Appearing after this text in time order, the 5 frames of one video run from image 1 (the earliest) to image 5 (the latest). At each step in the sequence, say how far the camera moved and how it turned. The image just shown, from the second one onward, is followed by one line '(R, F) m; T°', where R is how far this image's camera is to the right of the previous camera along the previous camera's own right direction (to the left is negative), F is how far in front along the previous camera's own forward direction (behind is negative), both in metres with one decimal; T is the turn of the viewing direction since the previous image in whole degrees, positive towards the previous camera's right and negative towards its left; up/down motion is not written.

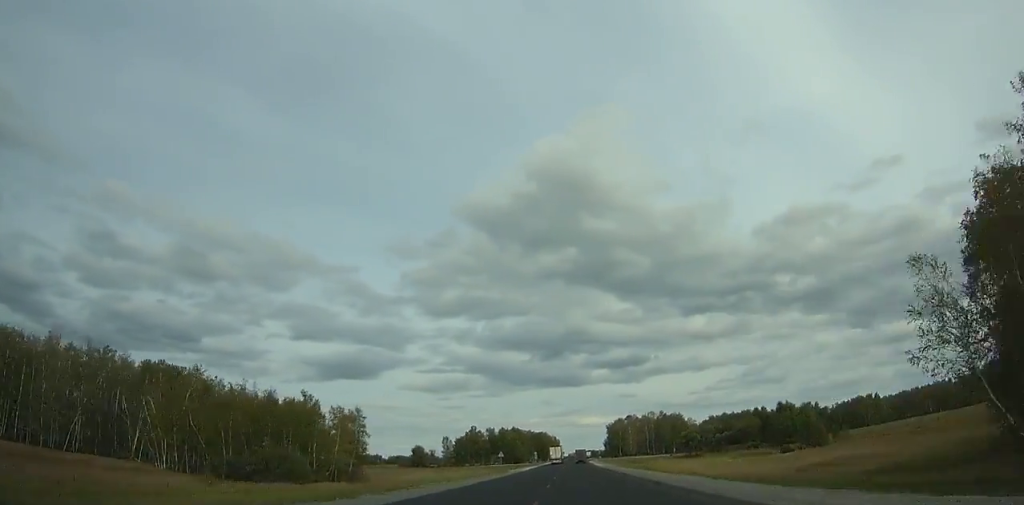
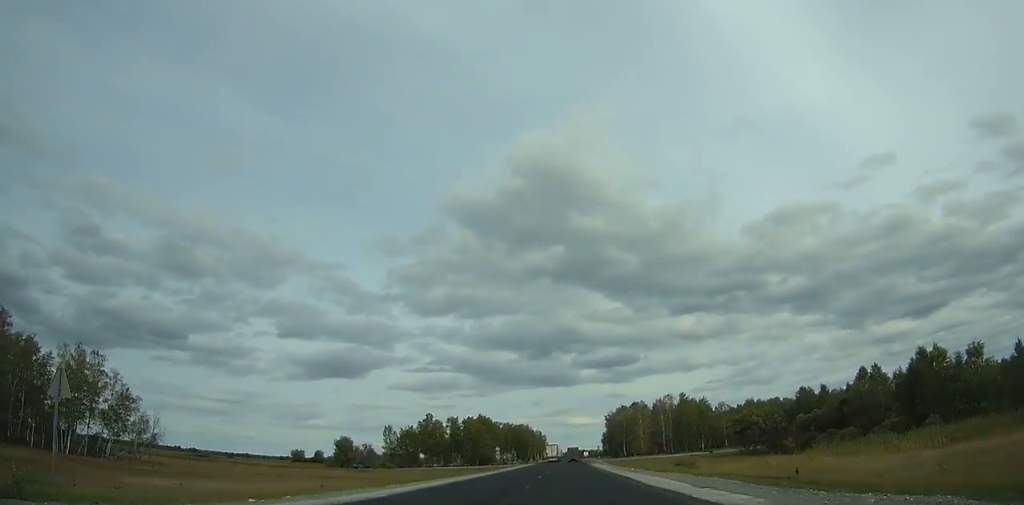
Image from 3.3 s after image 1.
(0.0, +71.9) m; 0°
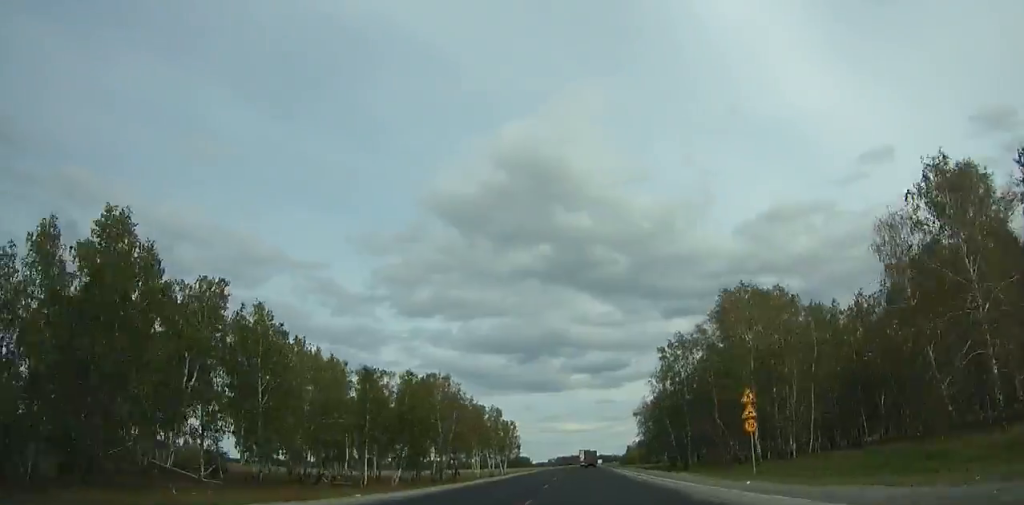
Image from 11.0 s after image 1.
(+1.7, +165.0) m; +2°
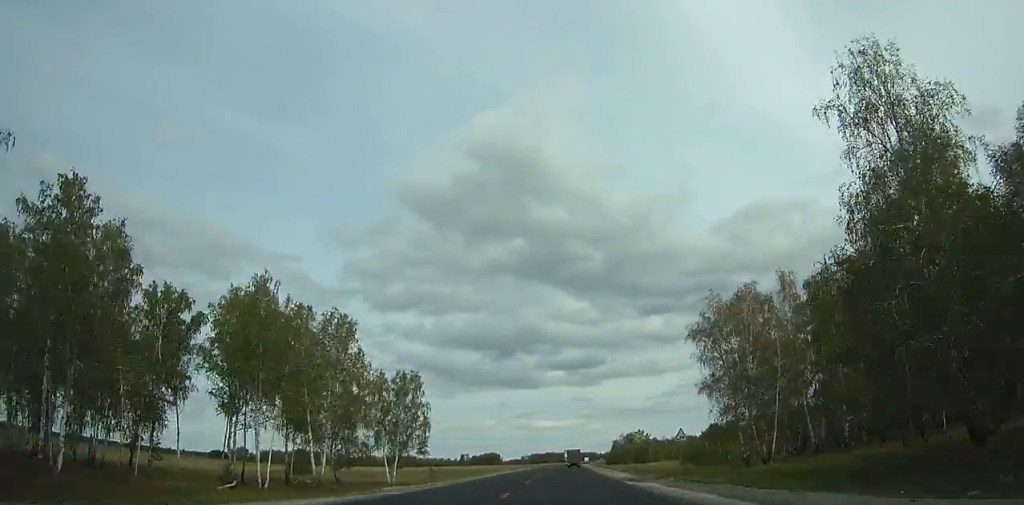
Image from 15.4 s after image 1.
(+1.3, +92.6) m; +2°
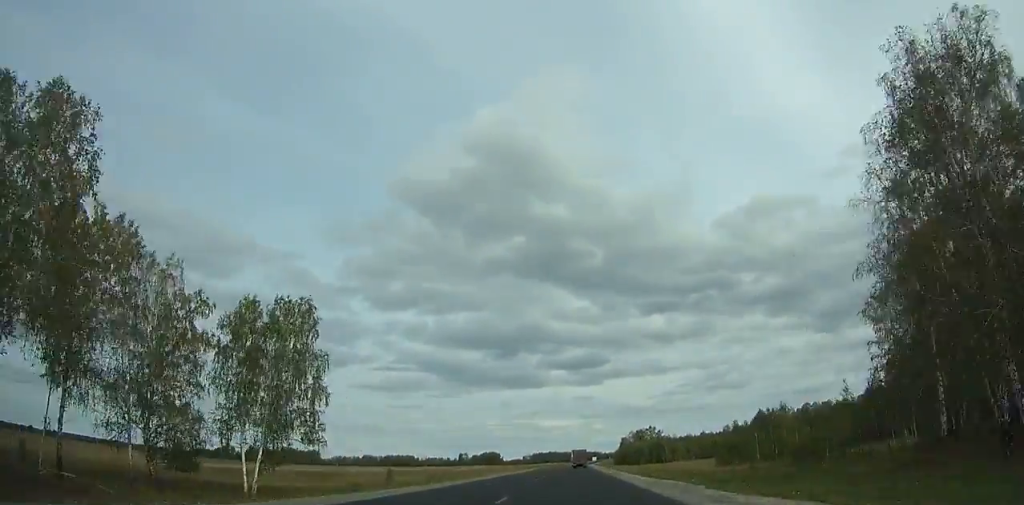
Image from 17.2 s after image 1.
(+0.2, +38.4) m; 0°
